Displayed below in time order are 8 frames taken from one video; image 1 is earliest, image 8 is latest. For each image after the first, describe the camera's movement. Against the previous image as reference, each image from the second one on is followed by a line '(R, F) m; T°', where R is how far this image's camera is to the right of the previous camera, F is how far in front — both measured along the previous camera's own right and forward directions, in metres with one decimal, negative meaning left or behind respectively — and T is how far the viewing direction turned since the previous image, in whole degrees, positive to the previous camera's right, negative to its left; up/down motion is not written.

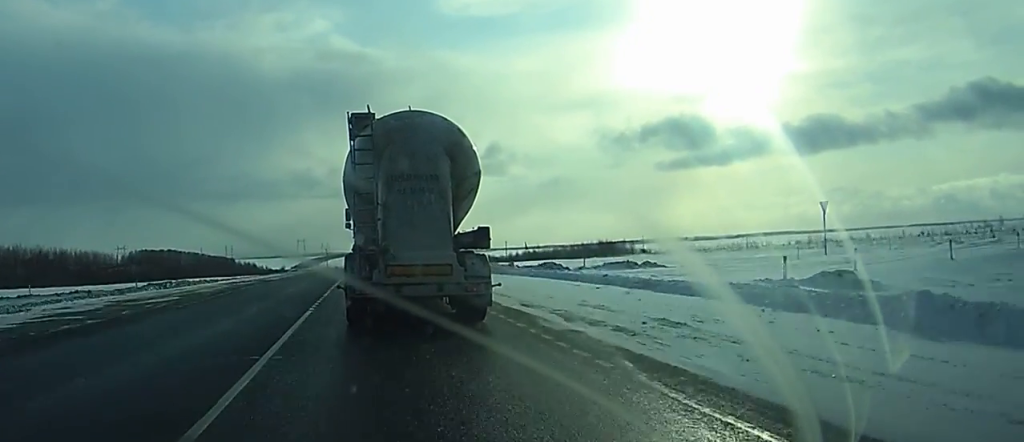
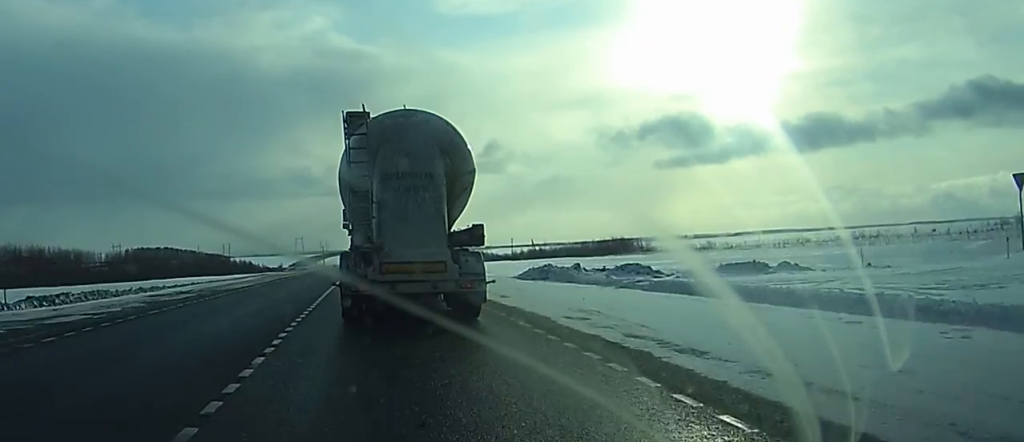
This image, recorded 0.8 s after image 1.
(-0.1, +17.3) m; 0°
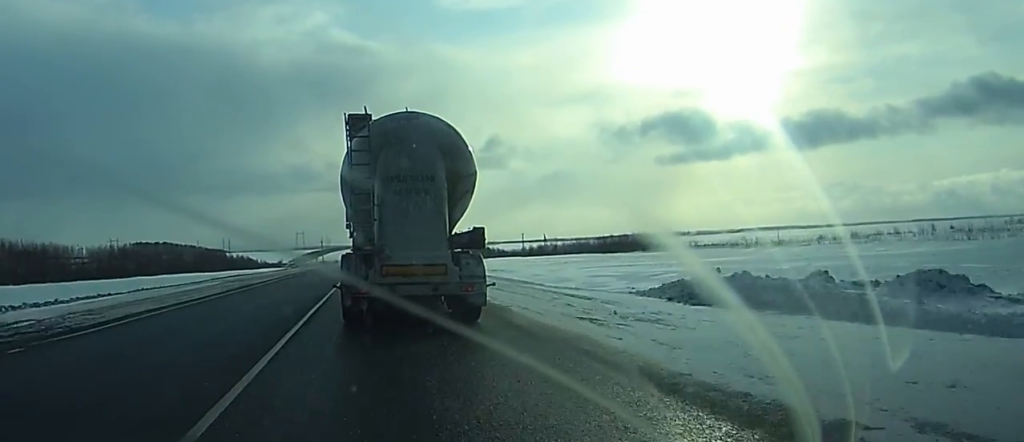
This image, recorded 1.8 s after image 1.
(0.0, +20.8) m; 0°
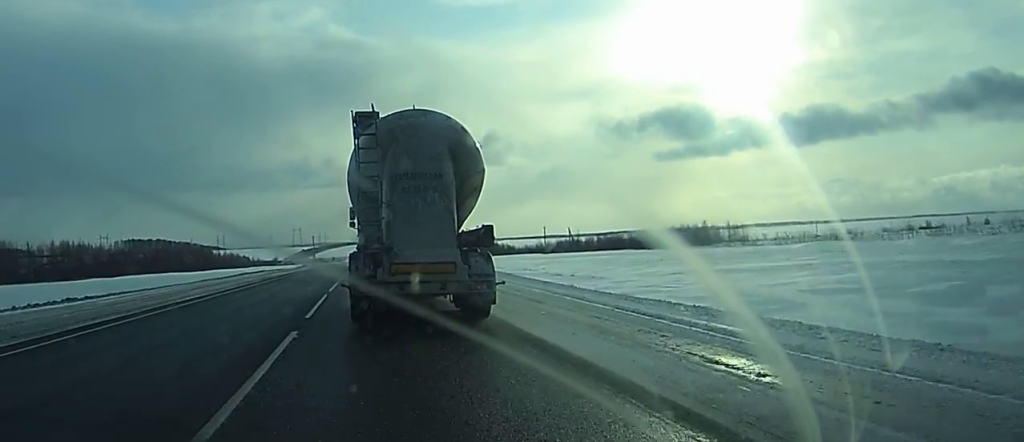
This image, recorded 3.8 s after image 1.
(0.0, +42.5) m; 0°
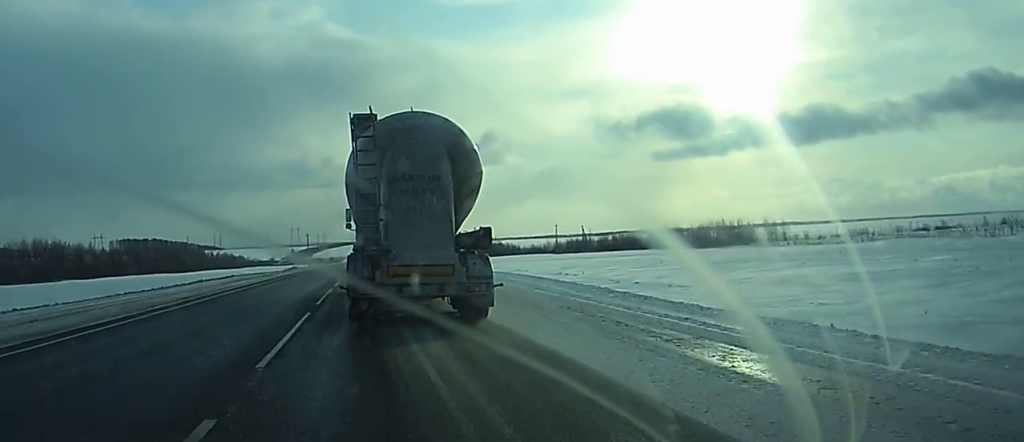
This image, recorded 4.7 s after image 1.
(0.0, +19.5) m; 0°
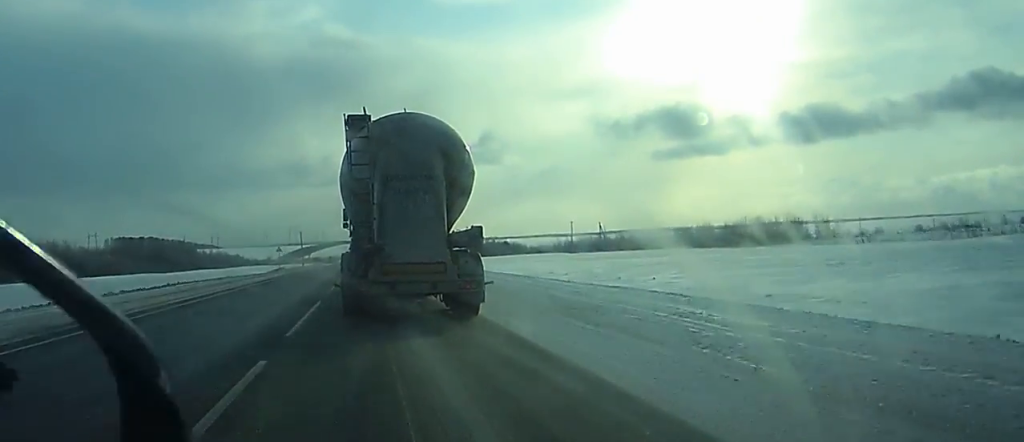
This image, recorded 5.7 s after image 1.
(-0.1, +21.2) m; 0°
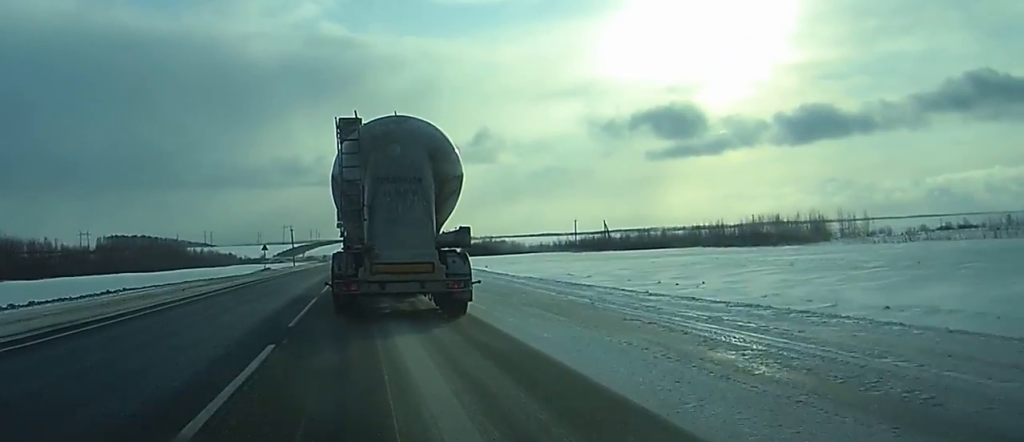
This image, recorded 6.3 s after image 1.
(0.0, +10.7) m; 0°
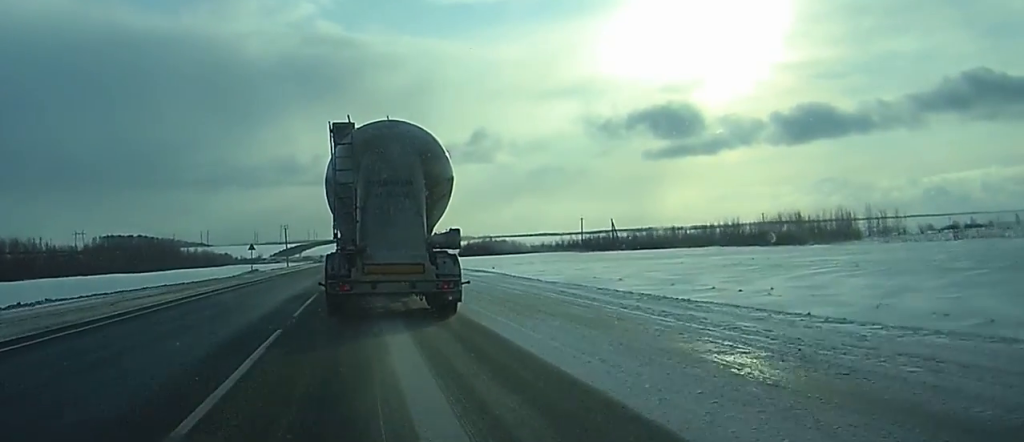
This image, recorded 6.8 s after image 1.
(+0.1, +10.0) m; 0°
